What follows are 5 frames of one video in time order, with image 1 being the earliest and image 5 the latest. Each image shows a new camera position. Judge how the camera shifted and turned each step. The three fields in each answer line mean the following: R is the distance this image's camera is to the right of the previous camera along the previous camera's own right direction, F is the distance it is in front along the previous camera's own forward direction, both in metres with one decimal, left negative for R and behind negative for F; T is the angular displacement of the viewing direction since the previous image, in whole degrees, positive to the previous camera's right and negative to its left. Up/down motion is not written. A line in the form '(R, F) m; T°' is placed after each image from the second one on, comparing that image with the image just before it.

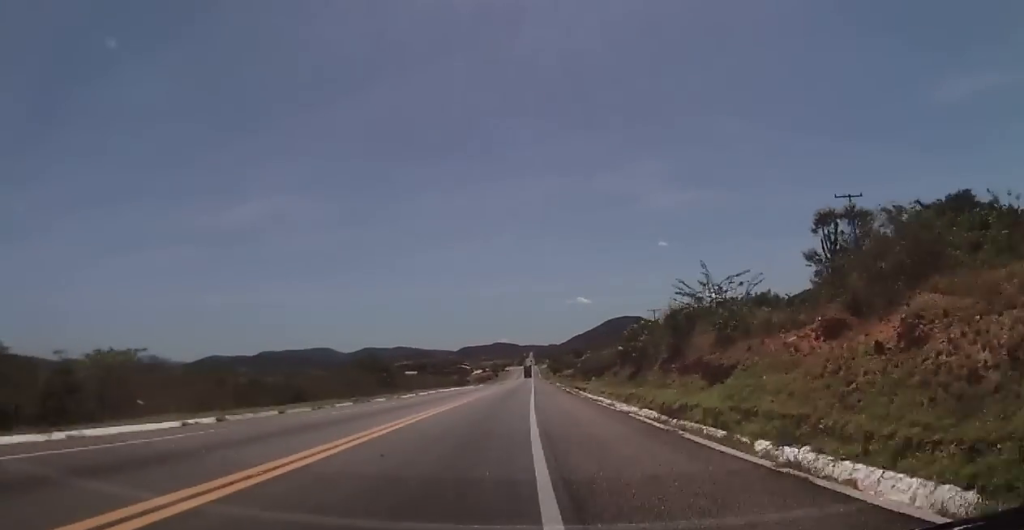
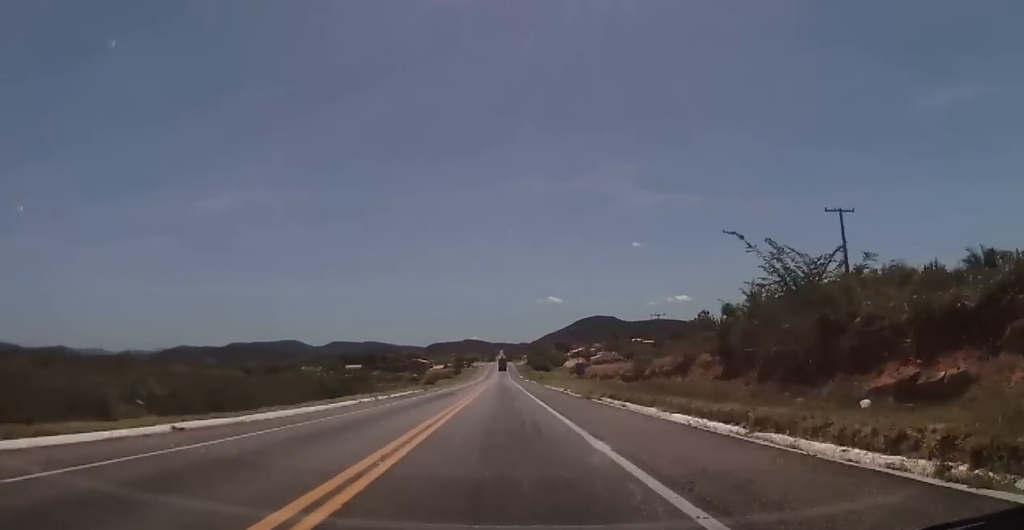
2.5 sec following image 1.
(+2.0, +74.9) m; +3°
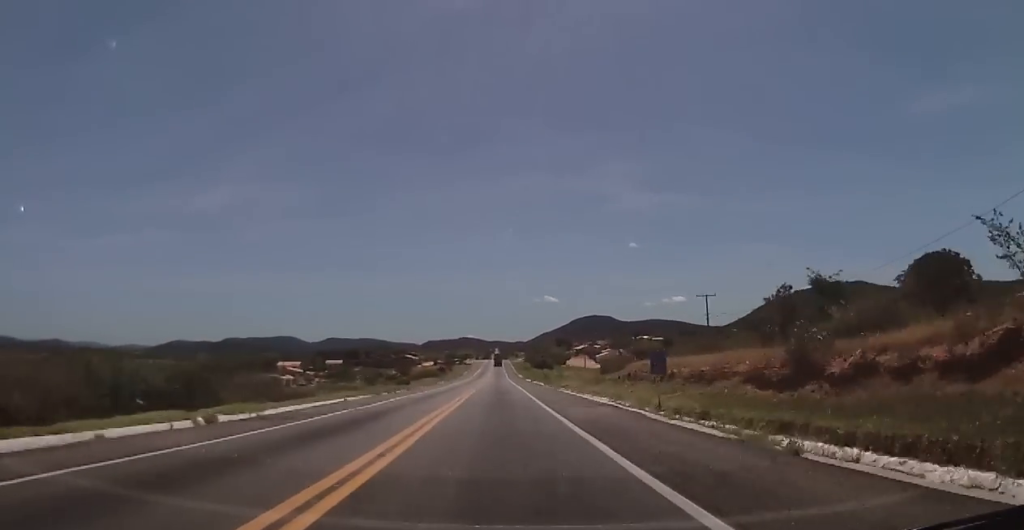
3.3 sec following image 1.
(+0.4, +26.1) m; +1°
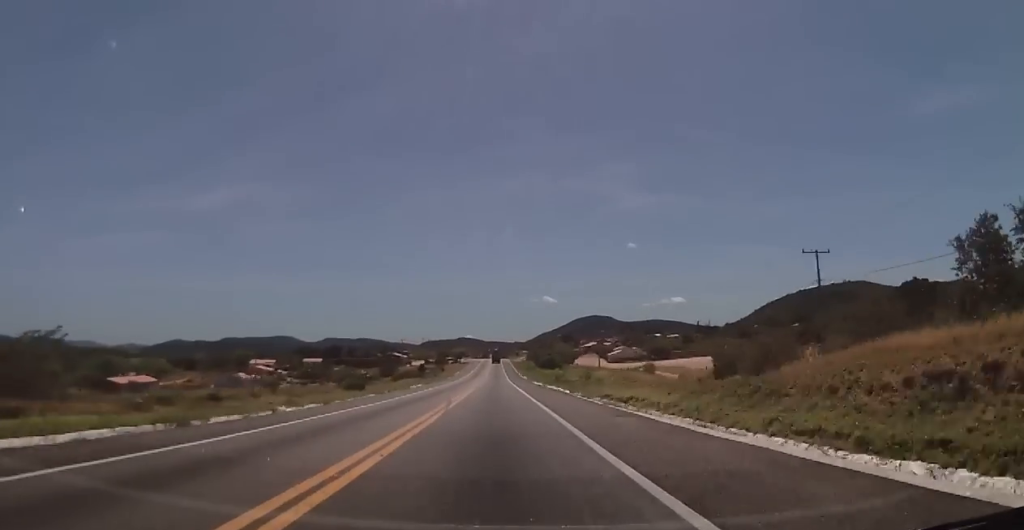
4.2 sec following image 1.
(0.0, +28.7) m; +1°
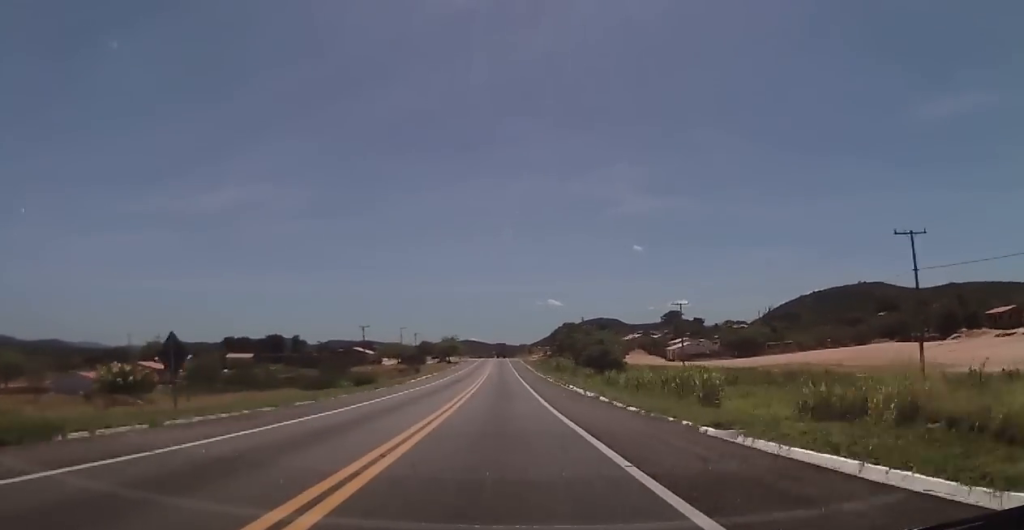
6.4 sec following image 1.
(-0.1, +70.8) m; -1°
